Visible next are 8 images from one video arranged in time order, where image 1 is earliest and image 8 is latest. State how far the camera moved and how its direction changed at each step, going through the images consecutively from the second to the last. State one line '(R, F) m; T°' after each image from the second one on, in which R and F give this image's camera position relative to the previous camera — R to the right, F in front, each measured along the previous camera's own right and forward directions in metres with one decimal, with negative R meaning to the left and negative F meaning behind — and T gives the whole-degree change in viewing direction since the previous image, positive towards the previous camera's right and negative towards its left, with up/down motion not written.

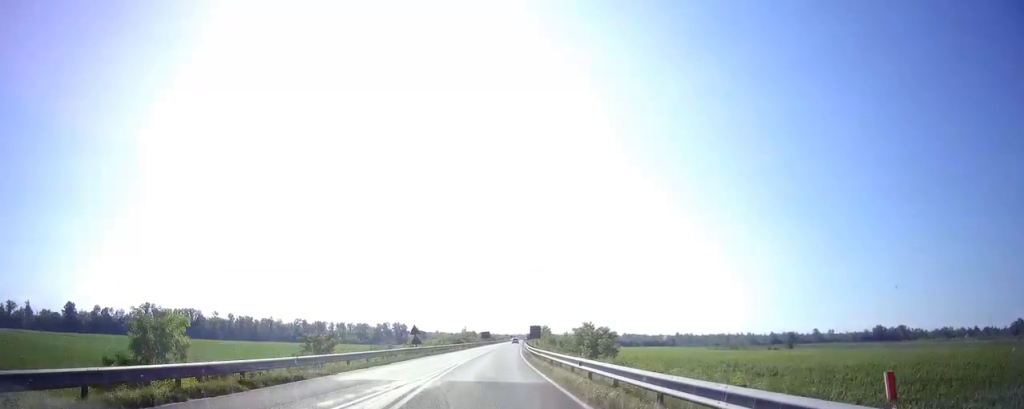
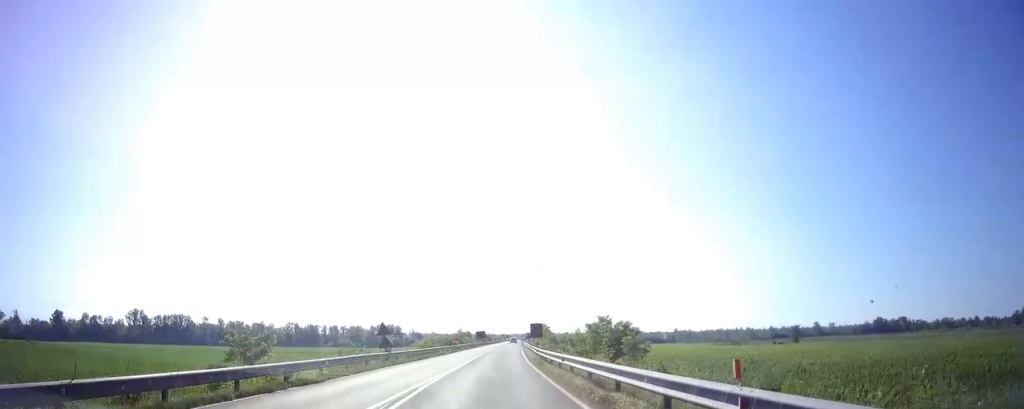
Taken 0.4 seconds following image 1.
(0.0, +10.0) m; +1°
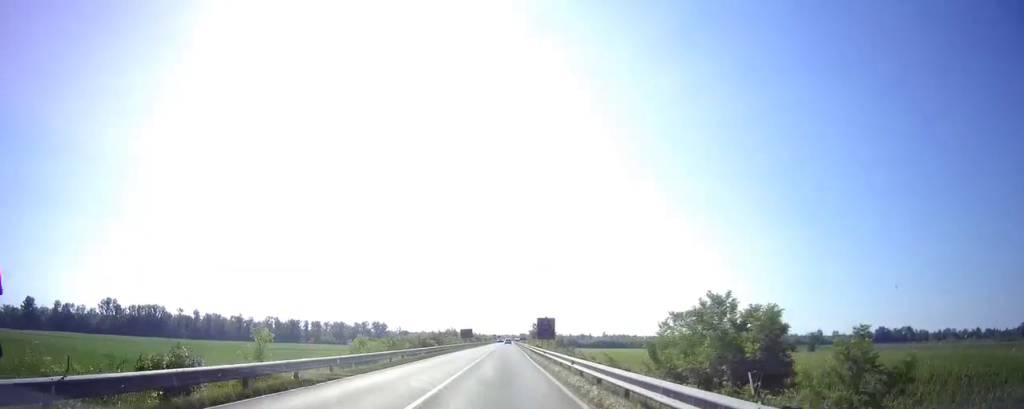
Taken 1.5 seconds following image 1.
(+0.4, +24.9) m; +1°
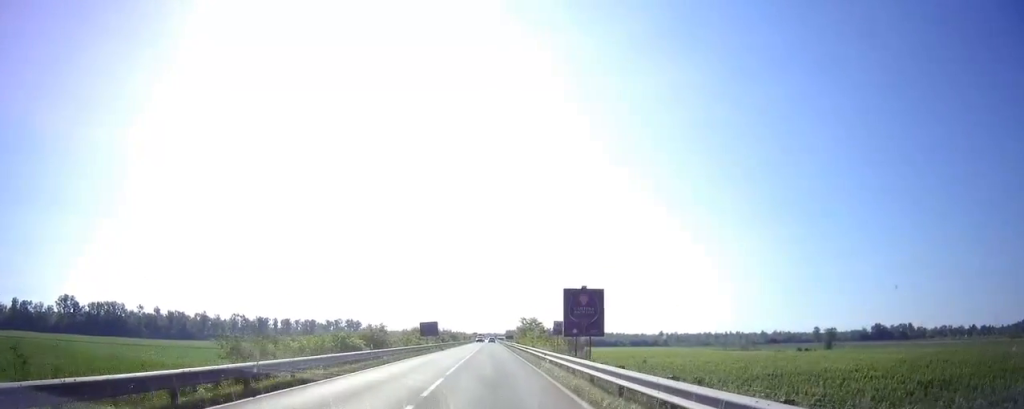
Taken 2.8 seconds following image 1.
(0.0, +30.6) m; 0°
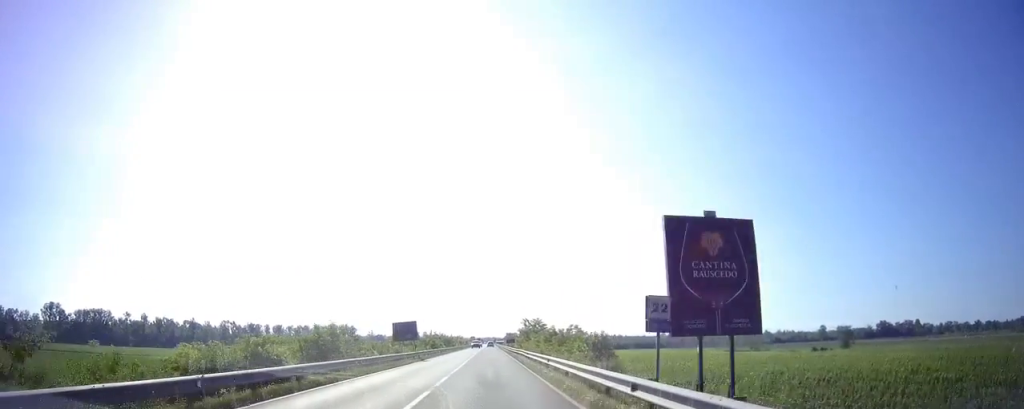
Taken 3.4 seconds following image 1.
(0.0, +14.1) m; 0°
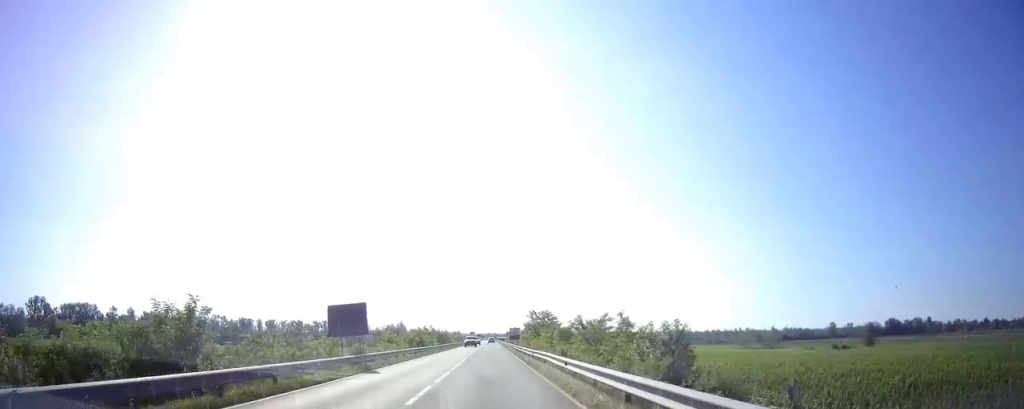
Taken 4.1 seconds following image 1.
(+0.1, +16.6) m; 0°
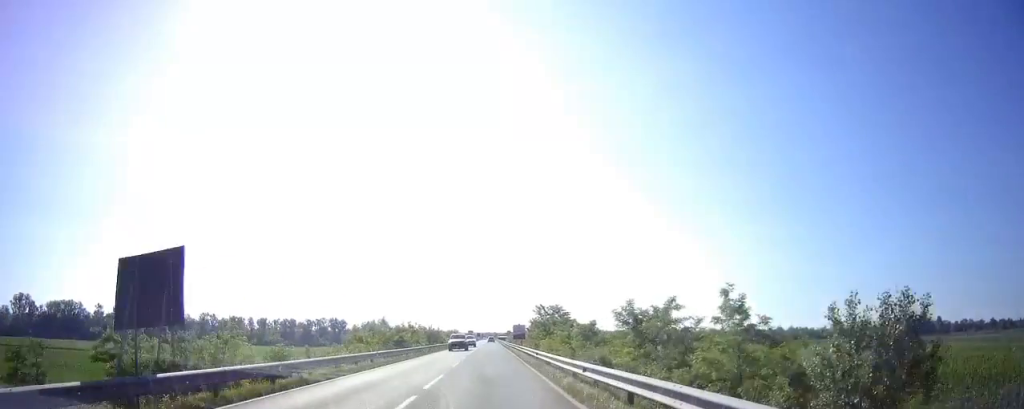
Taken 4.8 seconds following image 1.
(0.0, +15.9) m; 0°
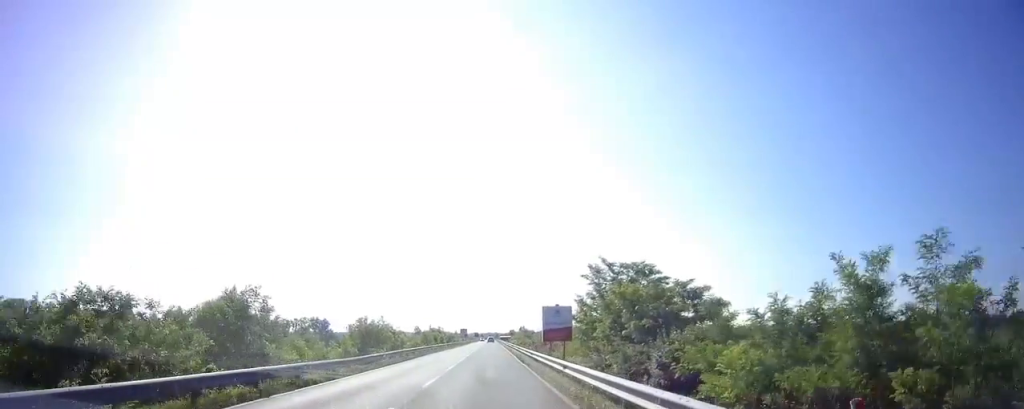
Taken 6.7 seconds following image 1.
(-0.2, +45.6) m; 0°
